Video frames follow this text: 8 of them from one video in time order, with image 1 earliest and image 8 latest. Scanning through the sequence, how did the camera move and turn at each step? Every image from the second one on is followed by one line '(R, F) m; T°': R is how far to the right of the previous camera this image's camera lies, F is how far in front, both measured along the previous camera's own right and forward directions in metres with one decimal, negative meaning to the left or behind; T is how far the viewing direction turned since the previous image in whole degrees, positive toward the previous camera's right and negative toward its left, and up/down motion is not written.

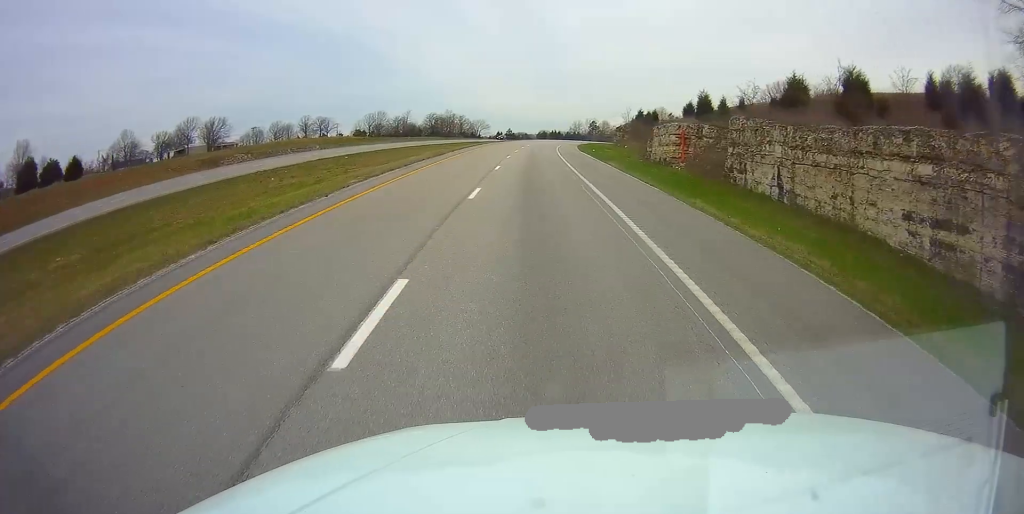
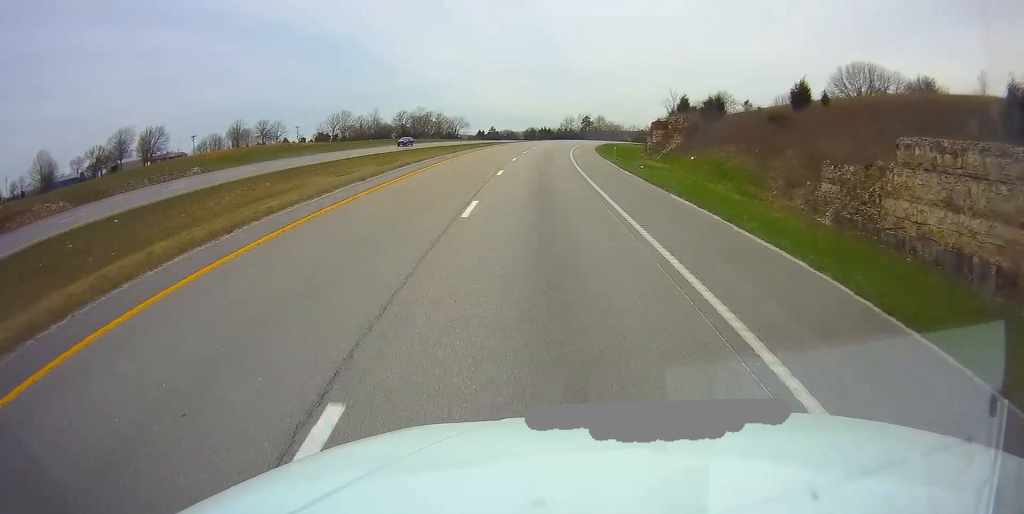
(+0.5, +40.0) m; +3°
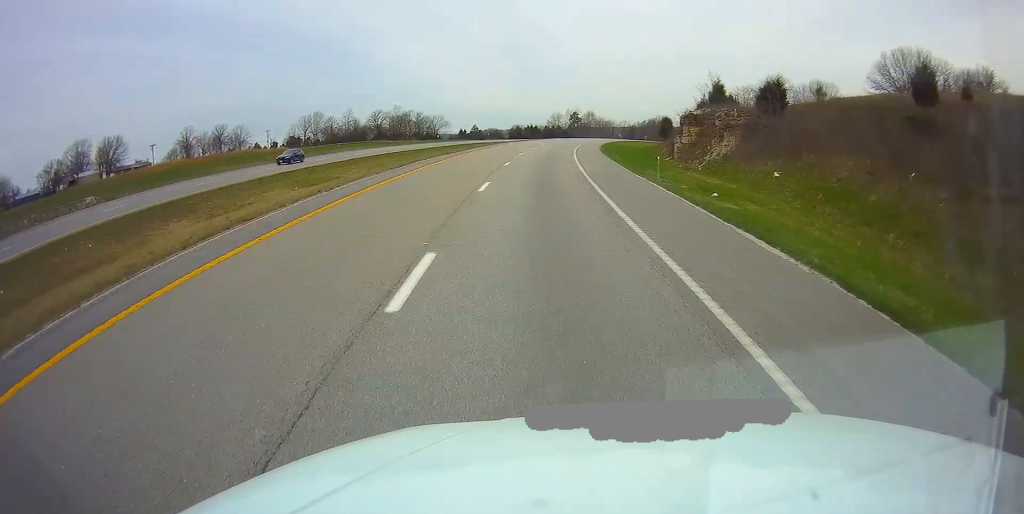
(+0.3, +19.1) m; +2°
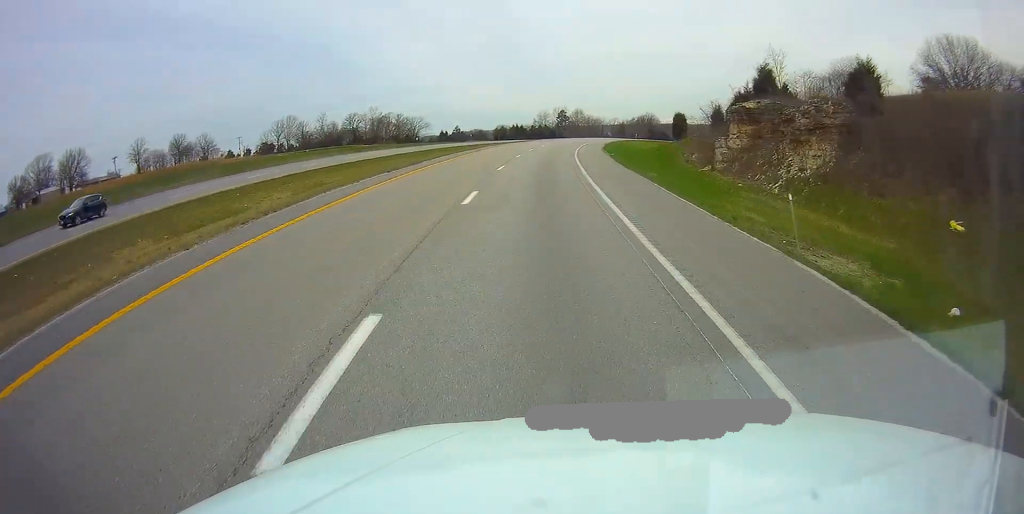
(+0.1, +15.3) m; +1°
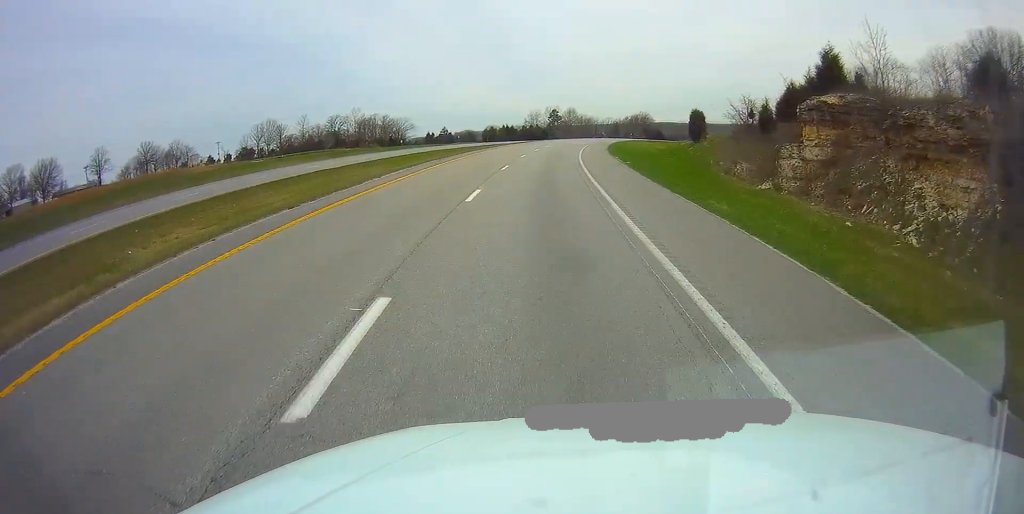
(+0.1, +11.5) m; +1°
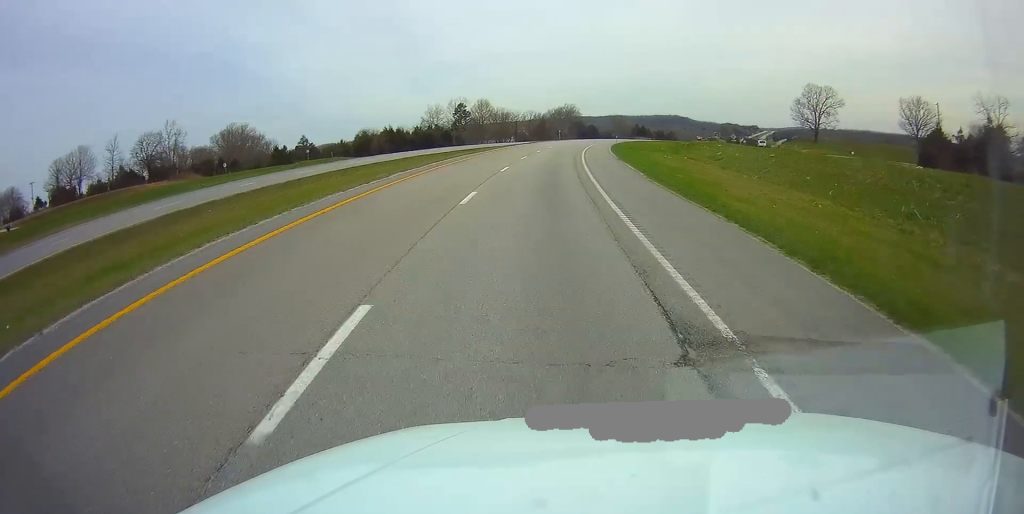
(+5.2, +73.0) m; +8°
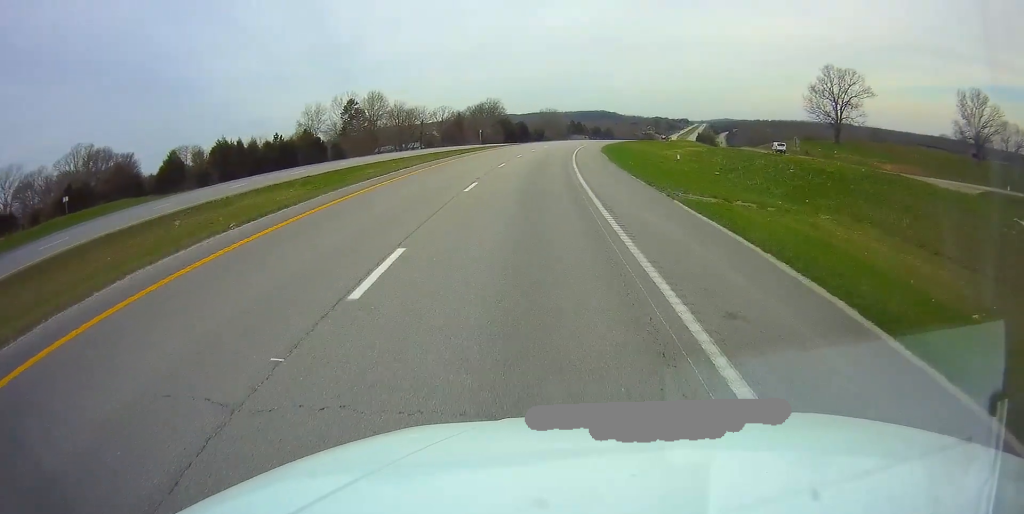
(+3.6, +57.7) m; +7°
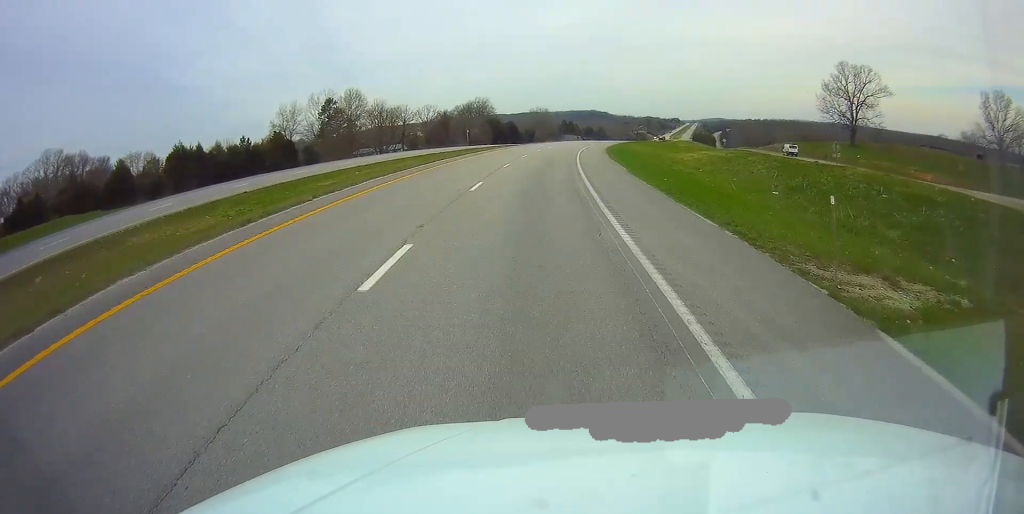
(+0.1, +11.8) m; +1°
